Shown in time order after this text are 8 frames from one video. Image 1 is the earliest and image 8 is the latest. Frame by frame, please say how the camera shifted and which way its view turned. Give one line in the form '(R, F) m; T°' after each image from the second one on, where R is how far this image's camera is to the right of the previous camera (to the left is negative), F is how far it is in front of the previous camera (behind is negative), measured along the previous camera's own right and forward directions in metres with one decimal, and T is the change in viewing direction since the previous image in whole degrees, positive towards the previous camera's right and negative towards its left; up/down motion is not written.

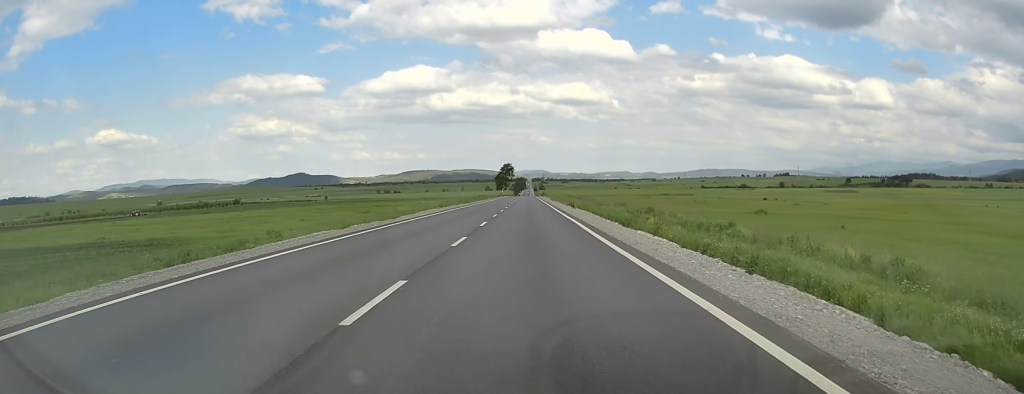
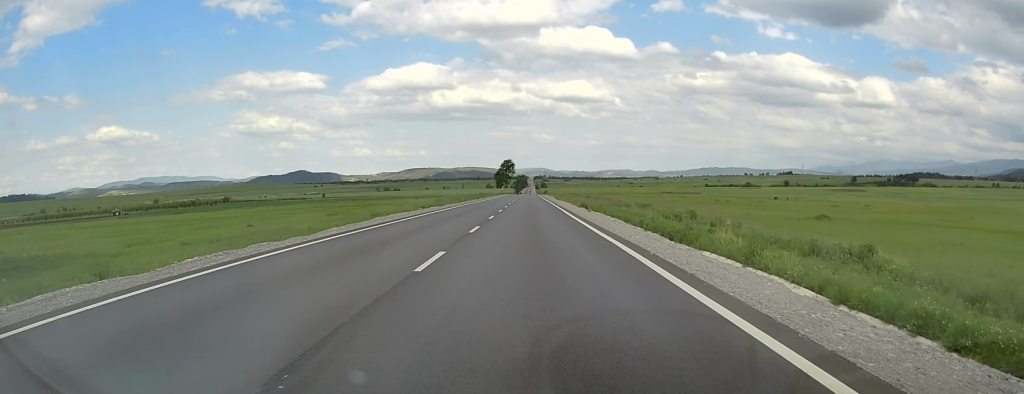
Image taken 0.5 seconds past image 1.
(0.0, +14.3) m; 0°
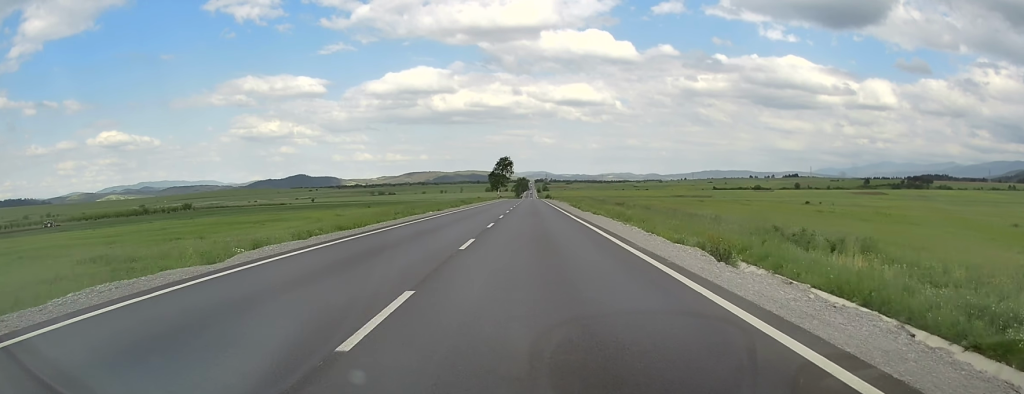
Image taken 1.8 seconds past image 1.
(0.0, +40.9) m; 0°
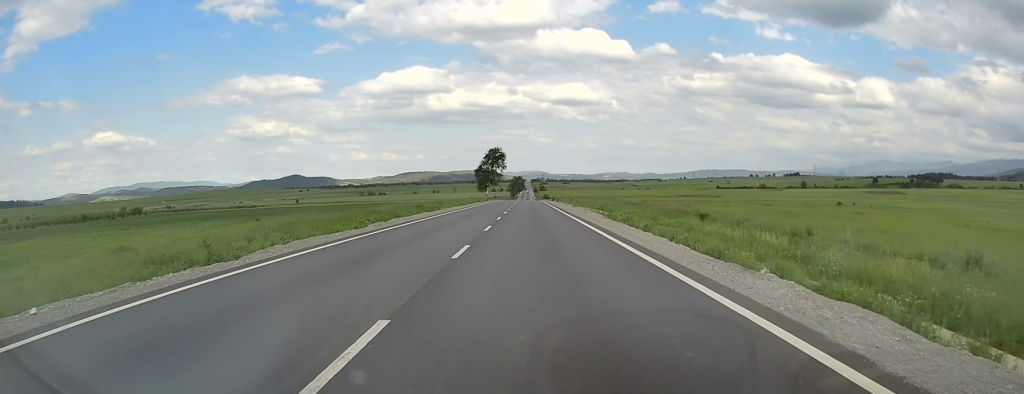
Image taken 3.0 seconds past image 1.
(-0.2, +37.8) m; -1°
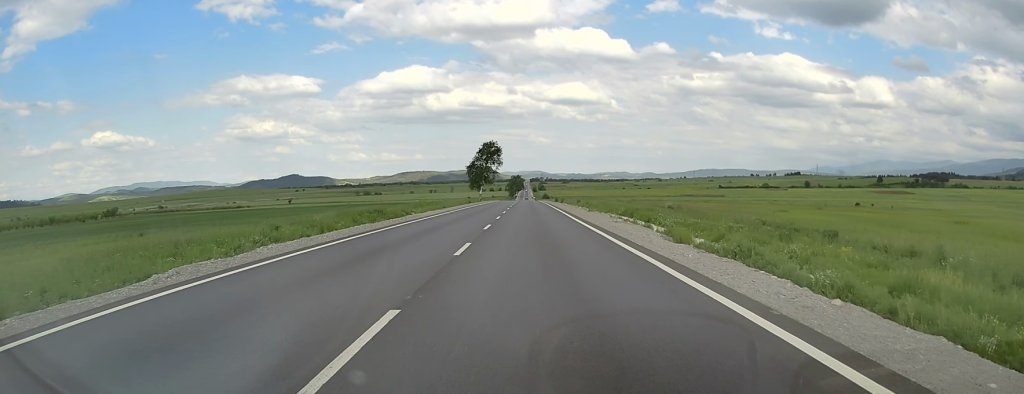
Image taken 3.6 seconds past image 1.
(-0.3, +17.4) m; 0°
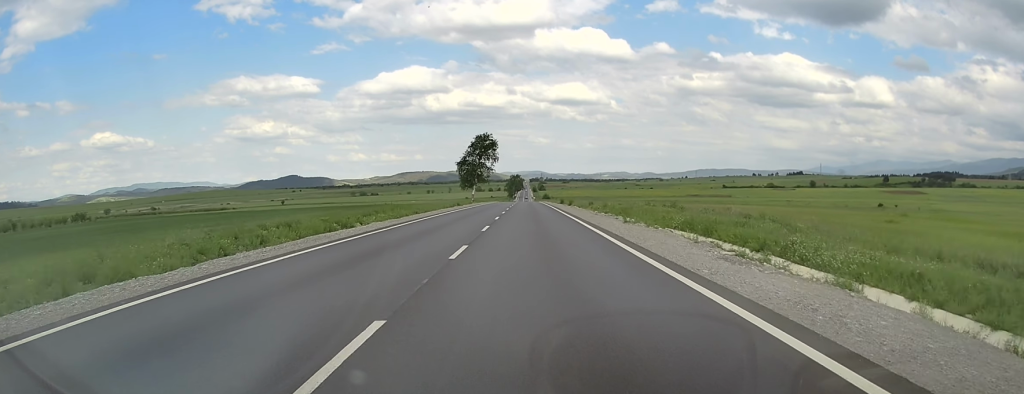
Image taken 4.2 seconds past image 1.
(0.0, +18.5) m; 0°
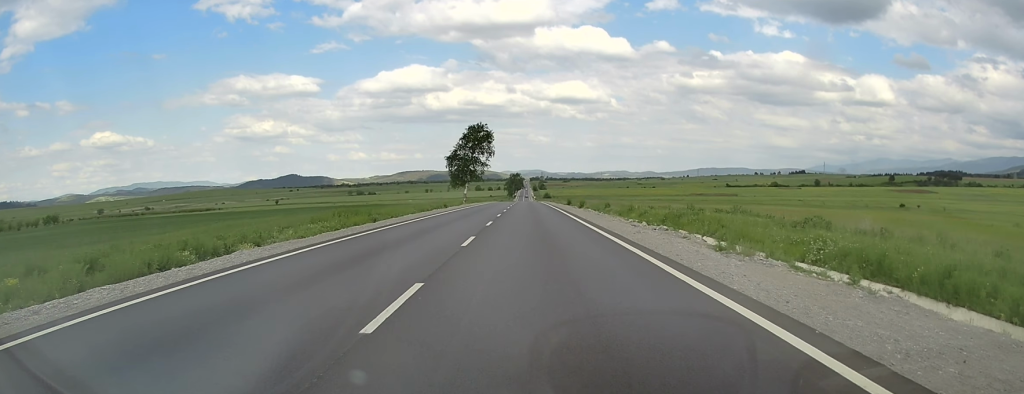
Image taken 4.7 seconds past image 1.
(+0.1, +15.5) m; +1°
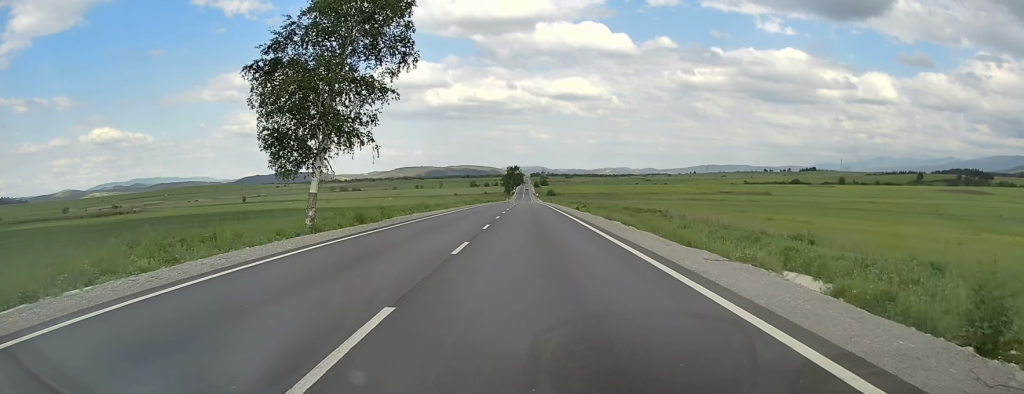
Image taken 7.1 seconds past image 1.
(+0.3, +73.6) m; 0°
